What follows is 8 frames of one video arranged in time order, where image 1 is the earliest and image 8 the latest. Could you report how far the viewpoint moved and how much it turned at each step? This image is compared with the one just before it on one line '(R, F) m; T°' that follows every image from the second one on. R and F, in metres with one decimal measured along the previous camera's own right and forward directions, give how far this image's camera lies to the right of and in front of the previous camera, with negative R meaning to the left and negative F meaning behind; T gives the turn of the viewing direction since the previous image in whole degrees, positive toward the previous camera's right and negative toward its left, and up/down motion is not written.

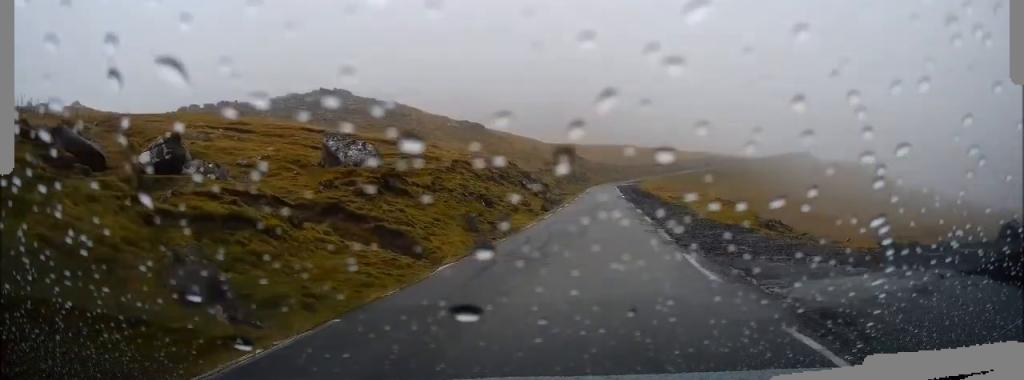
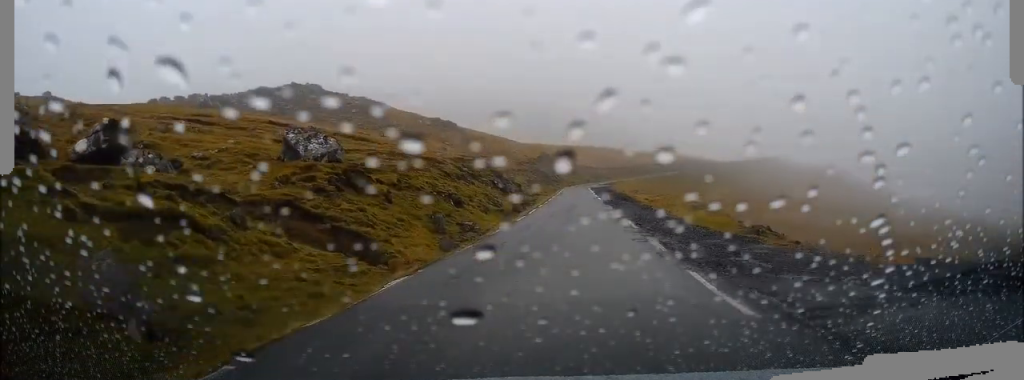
(0.0, +2.0) m; +3°
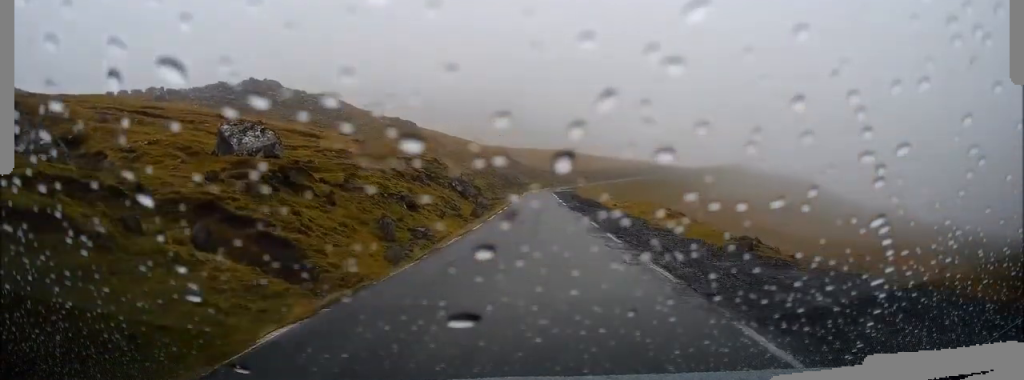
(+0.2, +3.1) m; +6°
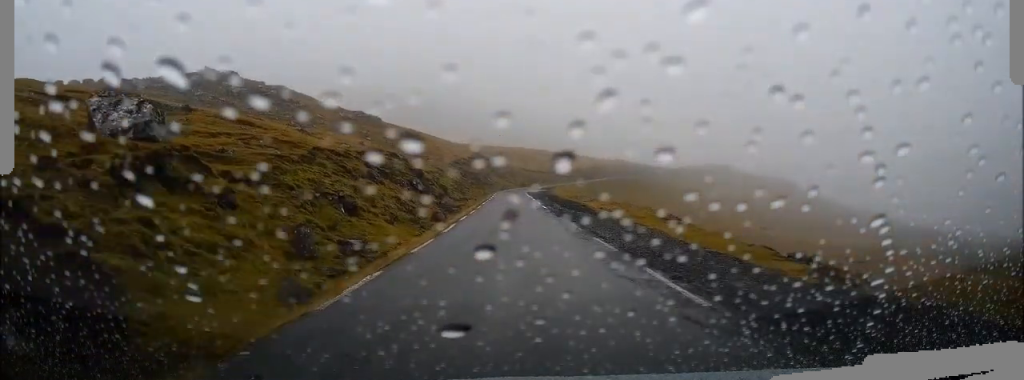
(+0.7, +6.8) m; +9°
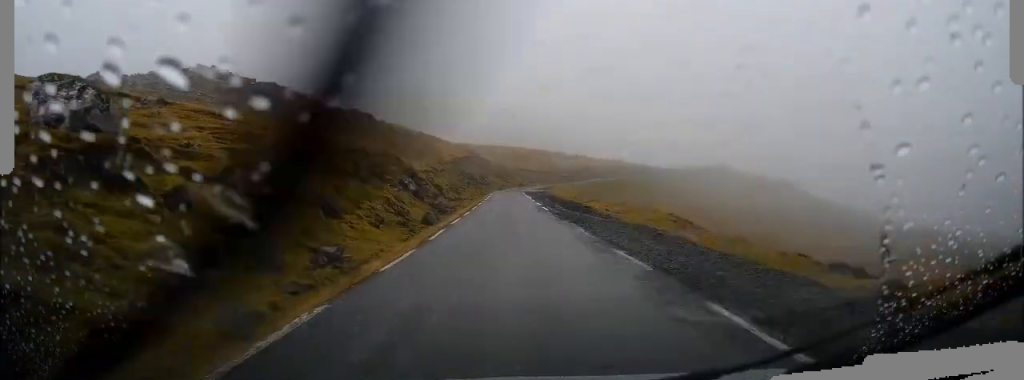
(0.0, +2.6) m; +2°
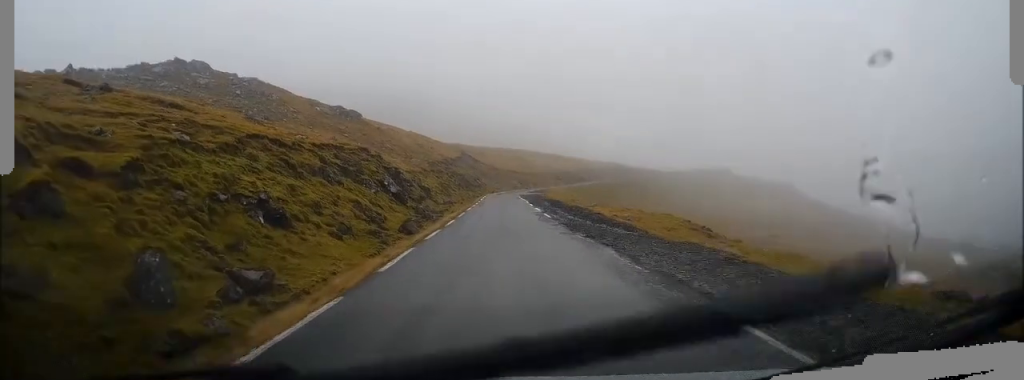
(+0.1, +5.0) m; +2°
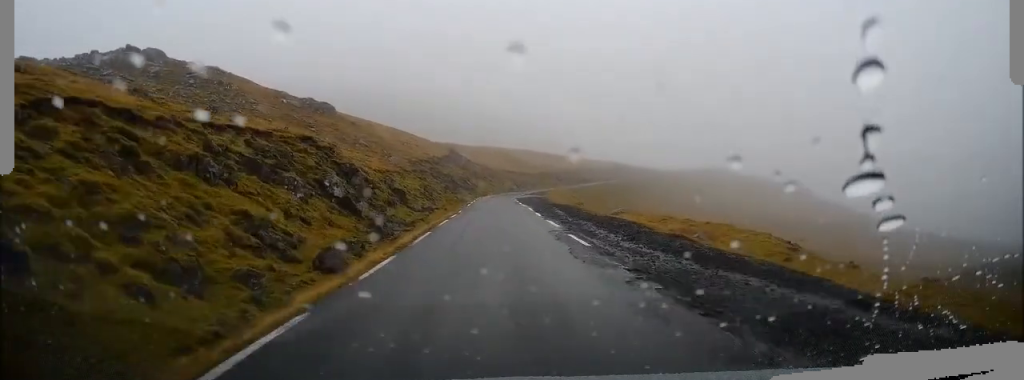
(+0.5, +11.3) m; +4°
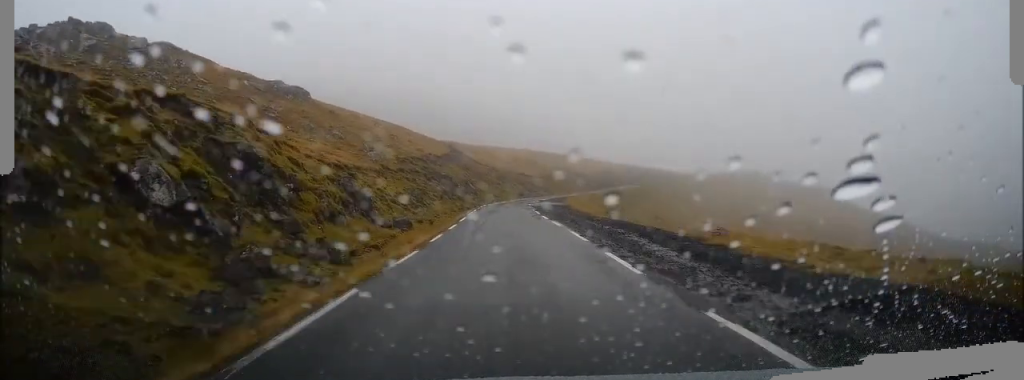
(-0.1, +15.1) m; 0°
